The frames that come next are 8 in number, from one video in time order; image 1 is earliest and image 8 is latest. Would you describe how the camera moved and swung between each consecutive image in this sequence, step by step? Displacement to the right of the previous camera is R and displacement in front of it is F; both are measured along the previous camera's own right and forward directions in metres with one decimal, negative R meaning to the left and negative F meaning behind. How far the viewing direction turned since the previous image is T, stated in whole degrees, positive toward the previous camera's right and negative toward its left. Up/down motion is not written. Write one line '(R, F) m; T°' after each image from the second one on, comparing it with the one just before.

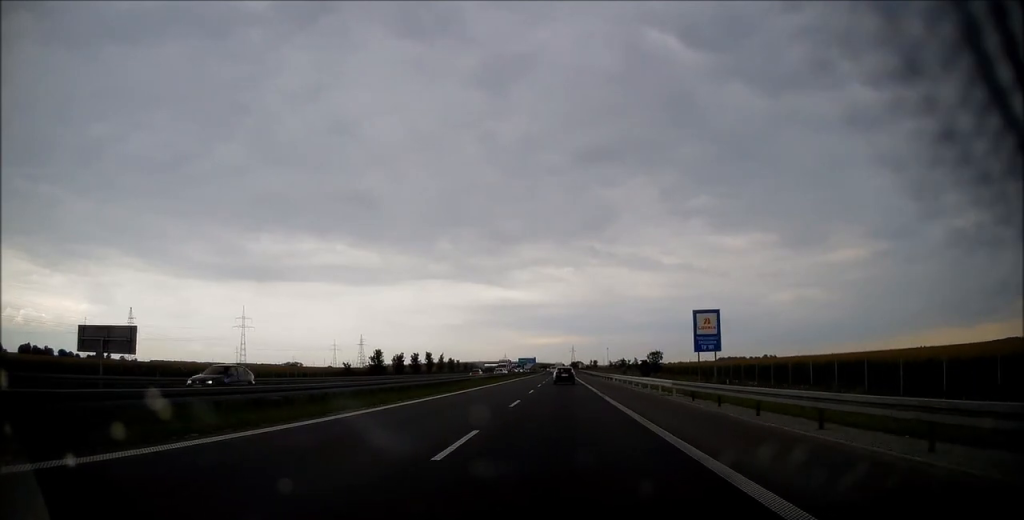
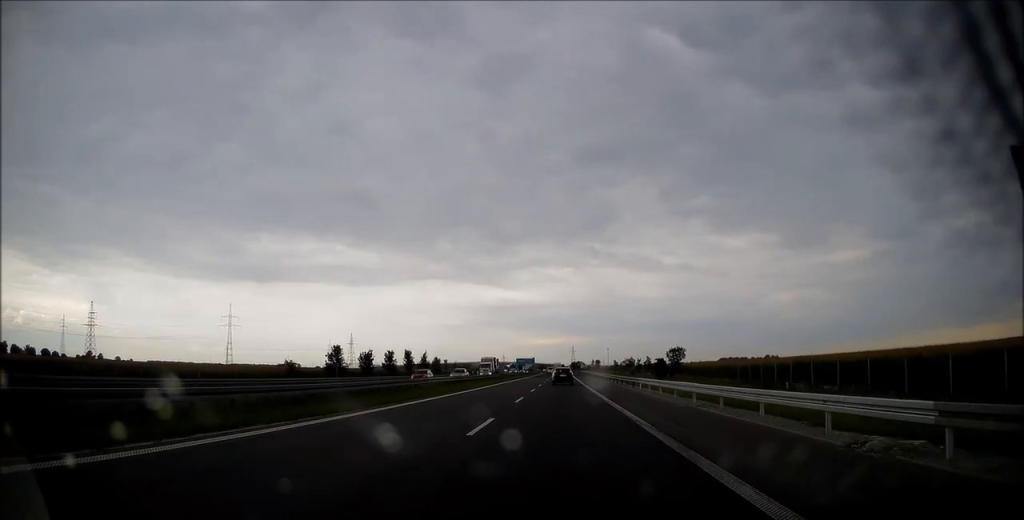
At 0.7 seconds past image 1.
(-0.2, +20.5) m; -1°
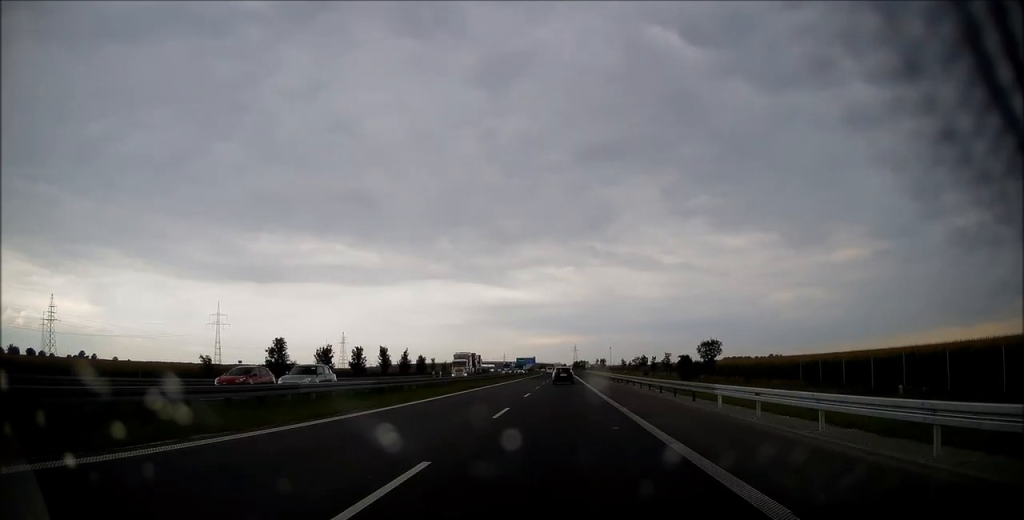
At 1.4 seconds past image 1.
(-0.1, +19.7) m; 0°
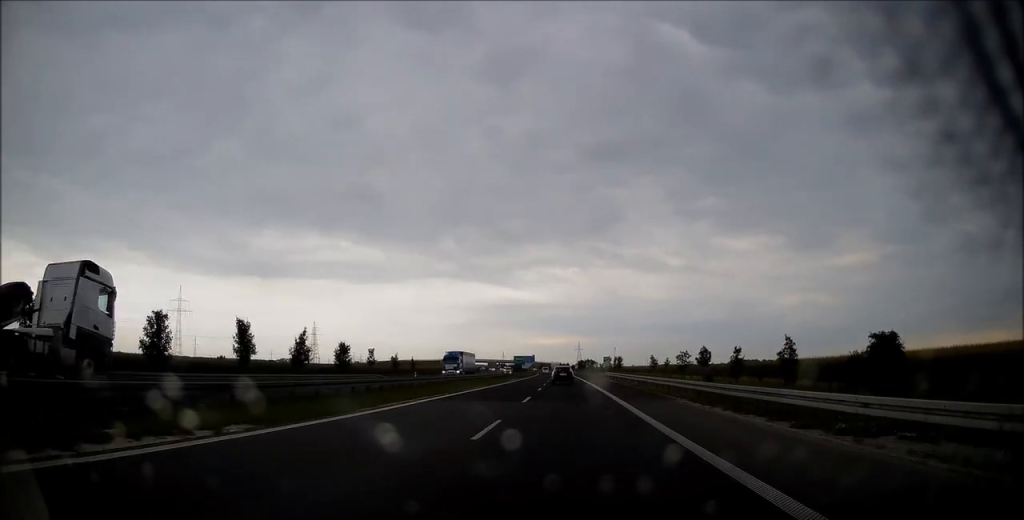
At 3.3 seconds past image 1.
(-0.3, +53.8) m; 0°
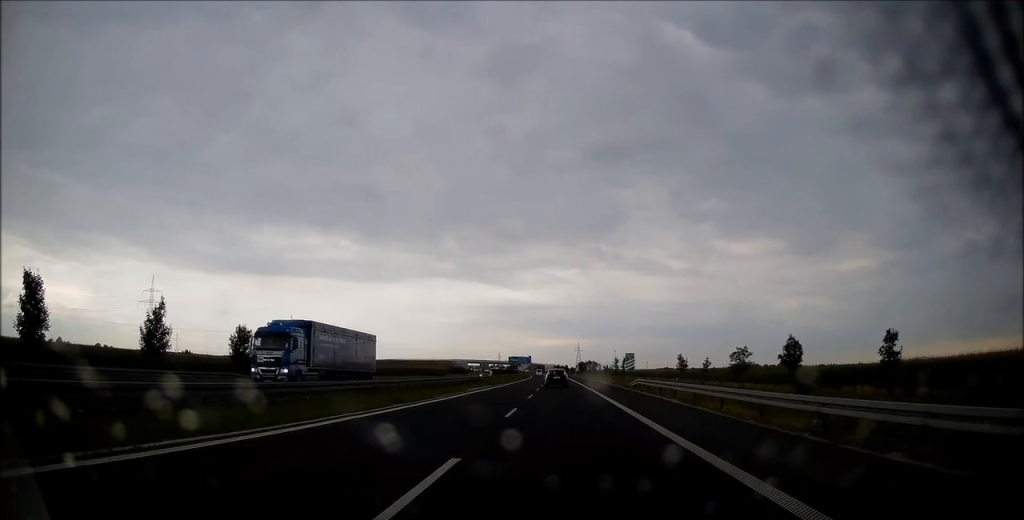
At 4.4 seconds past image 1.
(+0.2, +30.3) m; 0°
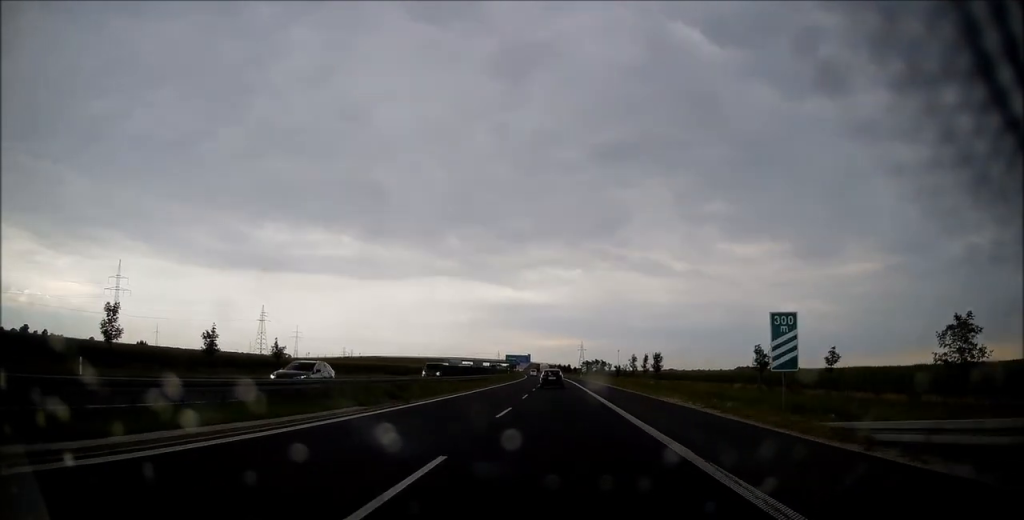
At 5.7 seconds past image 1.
(-0.2, +36.0) m; 0°
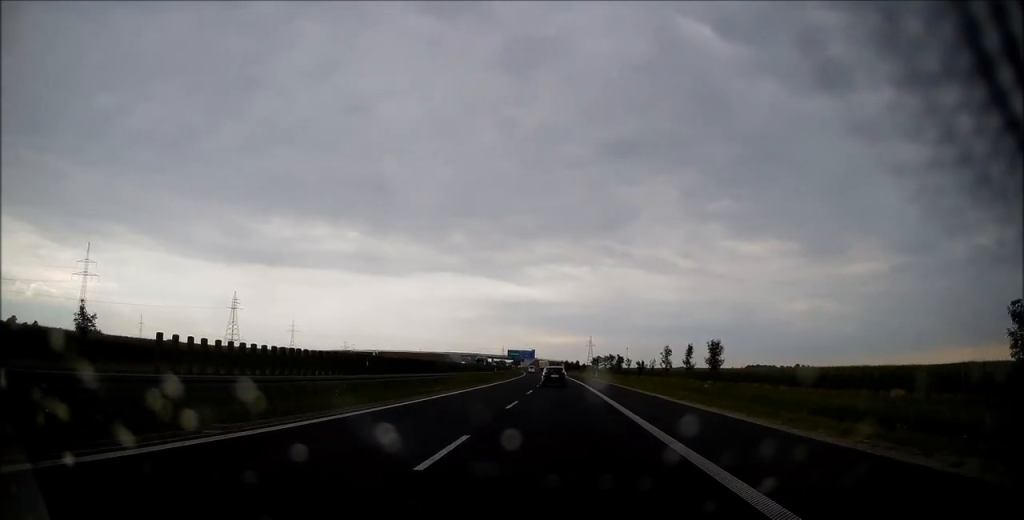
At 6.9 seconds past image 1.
(+0.1, +34.0) m; 0°
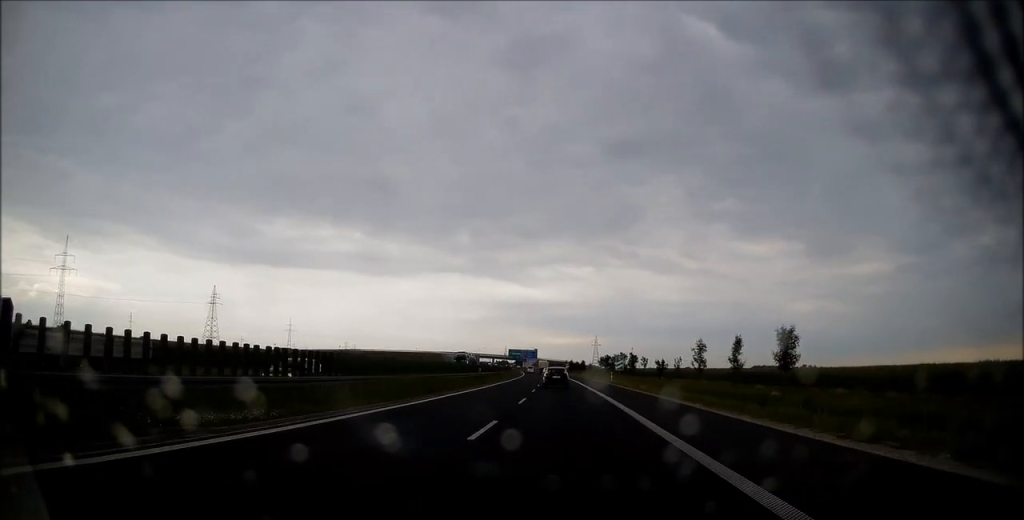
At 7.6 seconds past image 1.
(-0.2, +20.7) m; 0°
